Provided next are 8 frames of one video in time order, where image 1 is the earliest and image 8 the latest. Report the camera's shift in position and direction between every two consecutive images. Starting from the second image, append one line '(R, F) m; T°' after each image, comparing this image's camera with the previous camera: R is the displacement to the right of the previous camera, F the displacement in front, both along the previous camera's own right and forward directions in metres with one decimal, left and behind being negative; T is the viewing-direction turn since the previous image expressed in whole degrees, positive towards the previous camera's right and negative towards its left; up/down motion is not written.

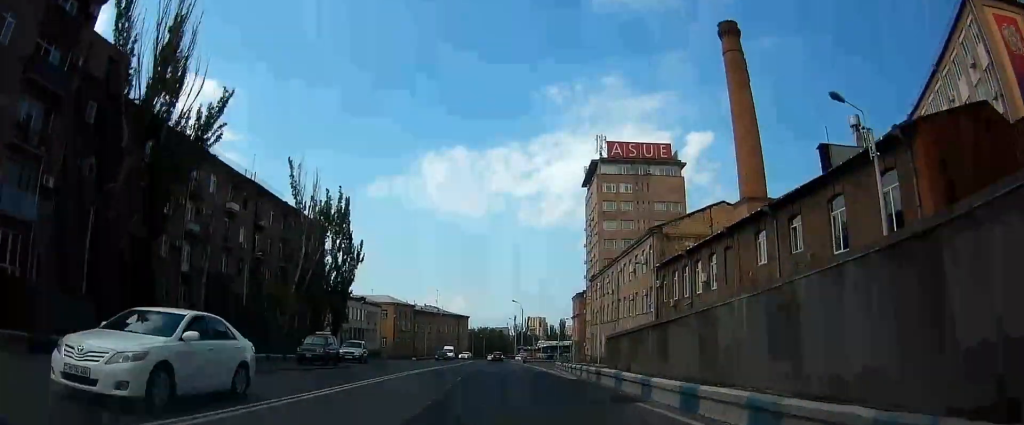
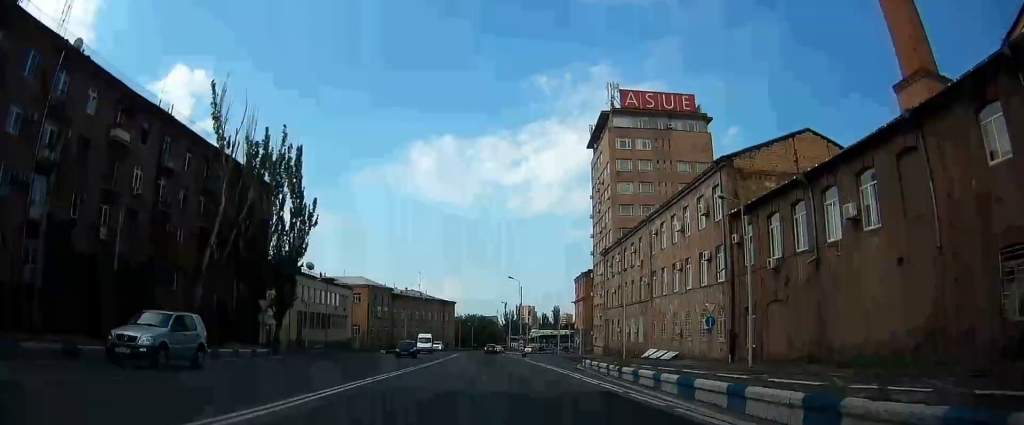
(+0.6, +20.6) m; +2°
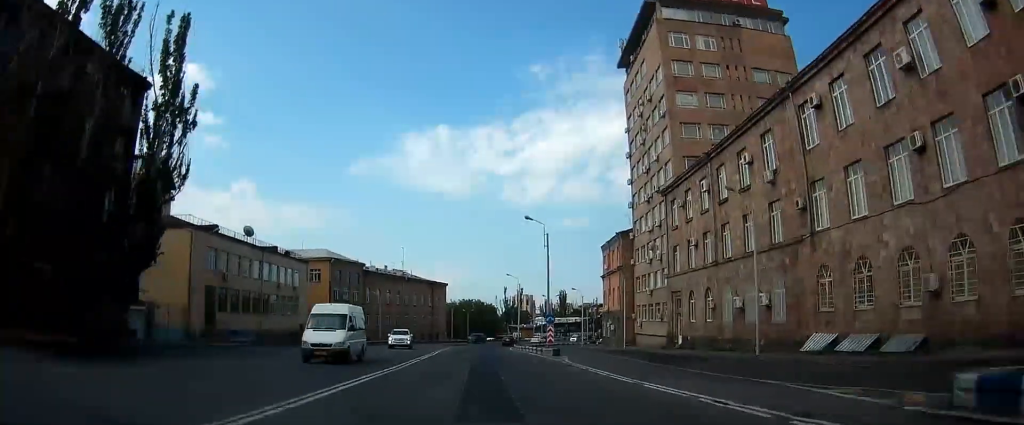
(-0.1, +31.5) m; -1°
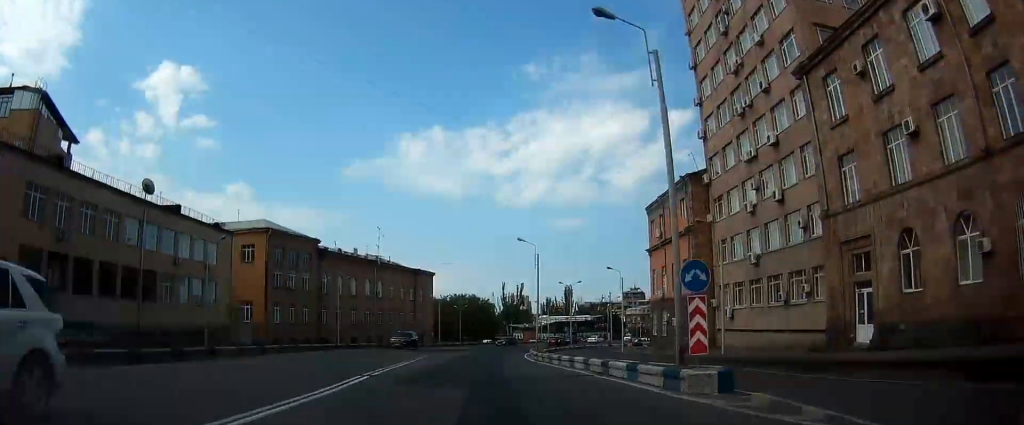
(-0.2, +28.4) m; 0°
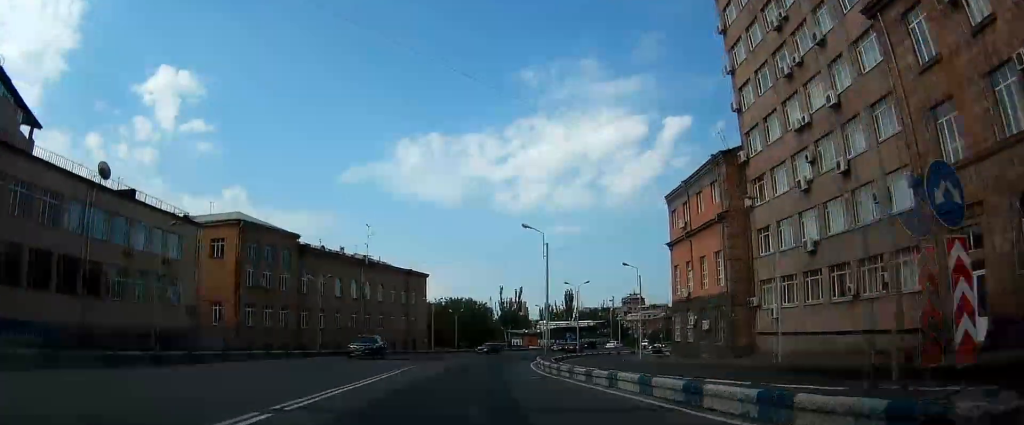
(0.0, +8.3) m; 0°
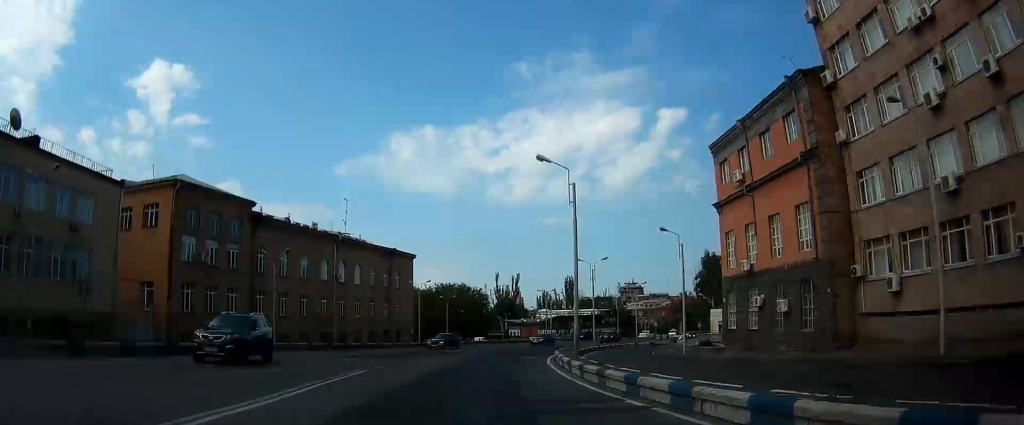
(0.0, +13.3) m; +1°
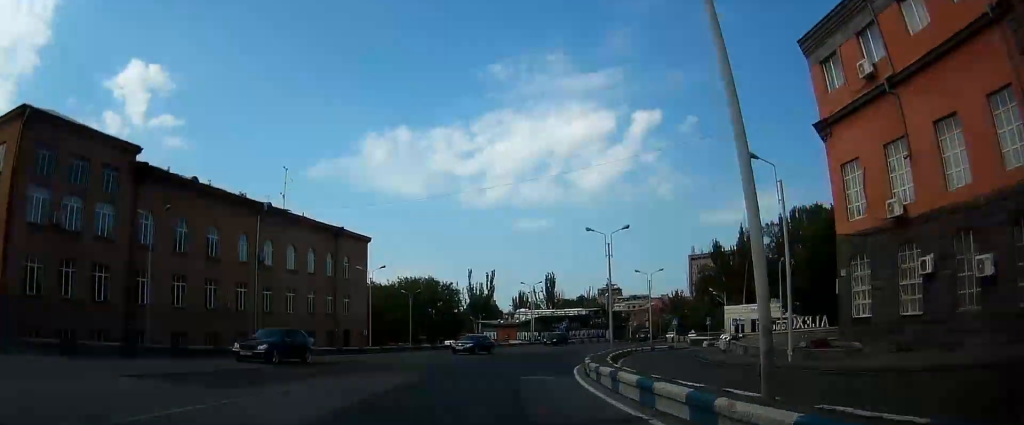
(+0.3, +18.2) m; +2°
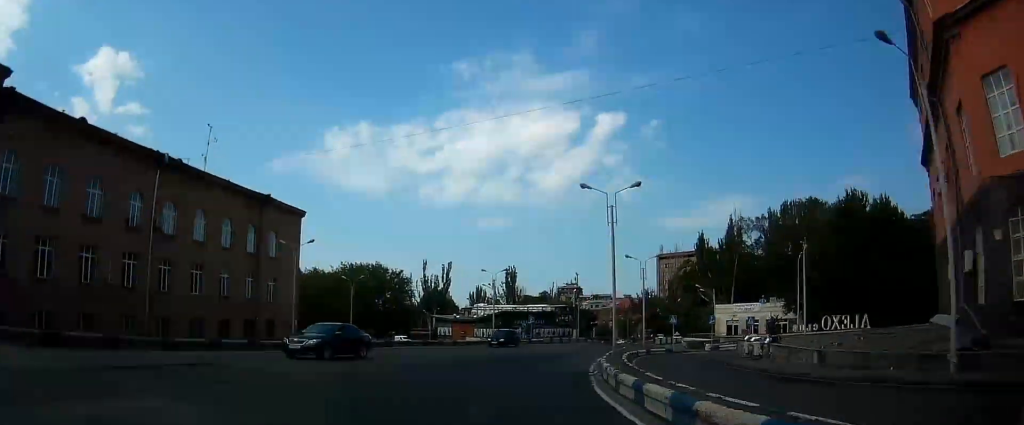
(+0.2, +12.5) m; +2°
